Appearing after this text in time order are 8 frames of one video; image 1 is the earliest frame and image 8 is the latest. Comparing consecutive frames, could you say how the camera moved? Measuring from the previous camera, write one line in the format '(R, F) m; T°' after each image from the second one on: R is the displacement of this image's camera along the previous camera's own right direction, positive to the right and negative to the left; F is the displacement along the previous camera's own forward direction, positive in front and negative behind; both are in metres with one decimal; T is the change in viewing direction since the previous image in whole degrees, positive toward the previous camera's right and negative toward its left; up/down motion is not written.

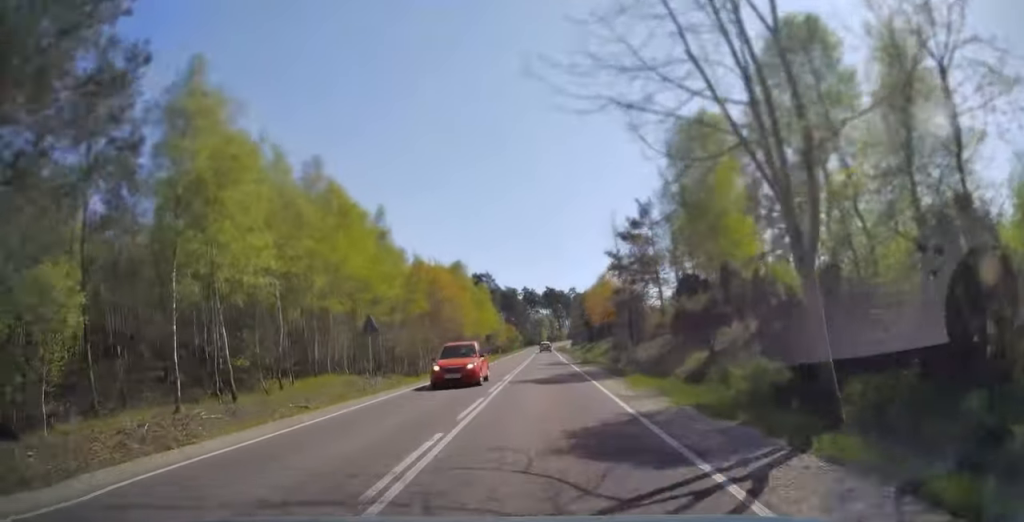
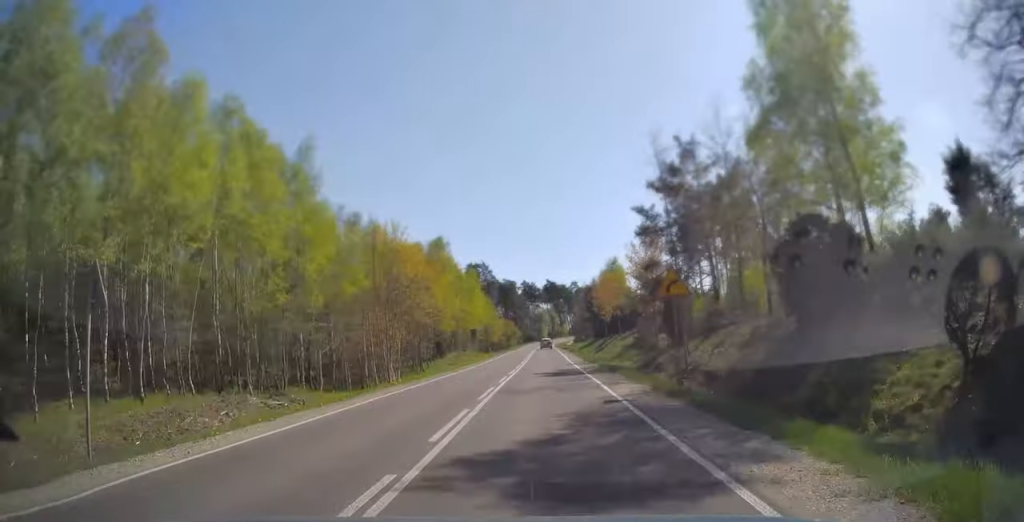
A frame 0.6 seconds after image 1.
(0.0, +14.7) m; 0°
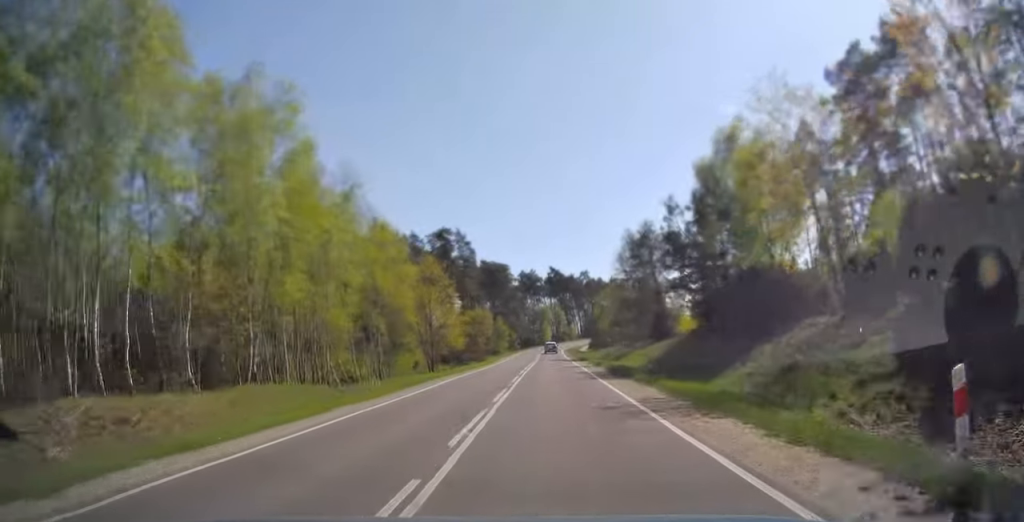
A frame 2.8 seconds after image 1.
(+0.1, +58.7) m; 0°
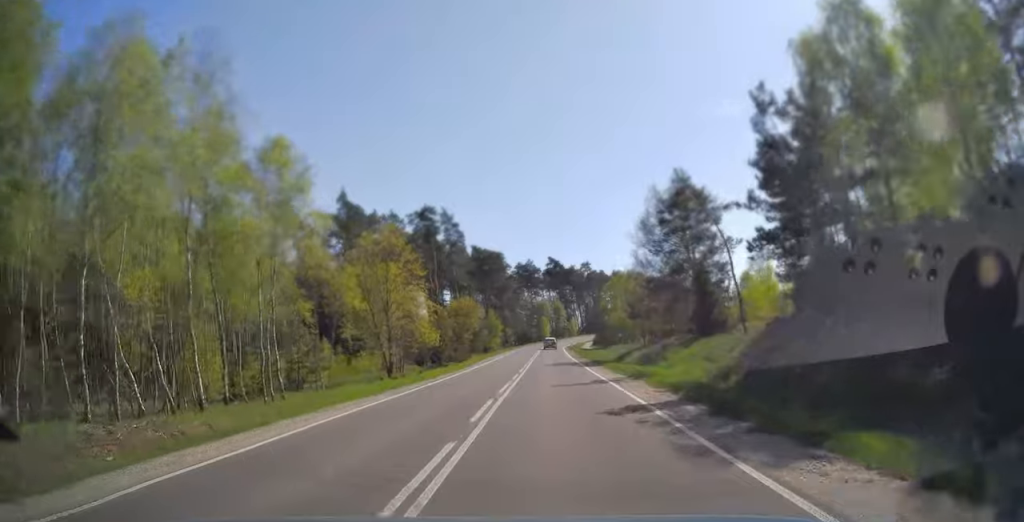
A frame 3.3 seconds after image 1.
(-0.1, +15.5) m; 0°
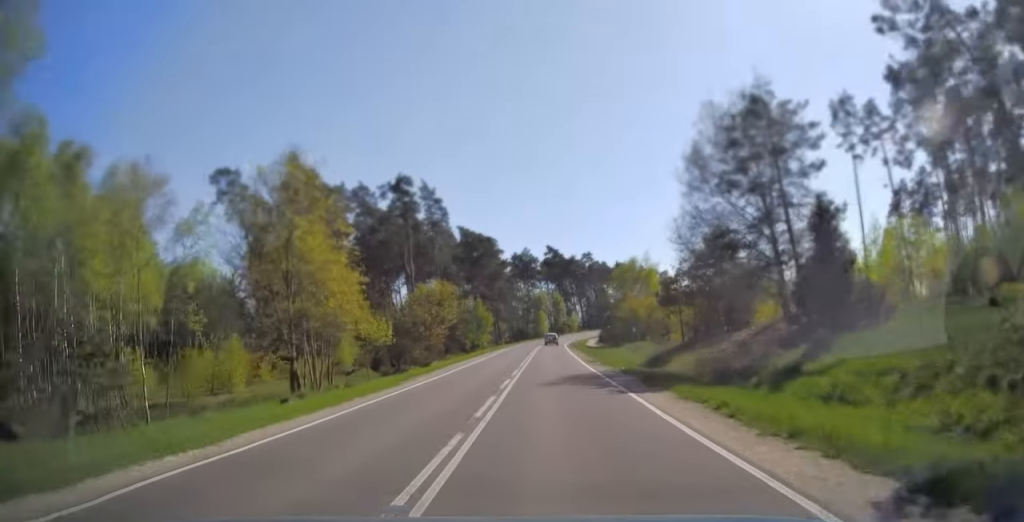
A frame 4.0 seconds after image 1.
(0.0, +16.8) m; 0°
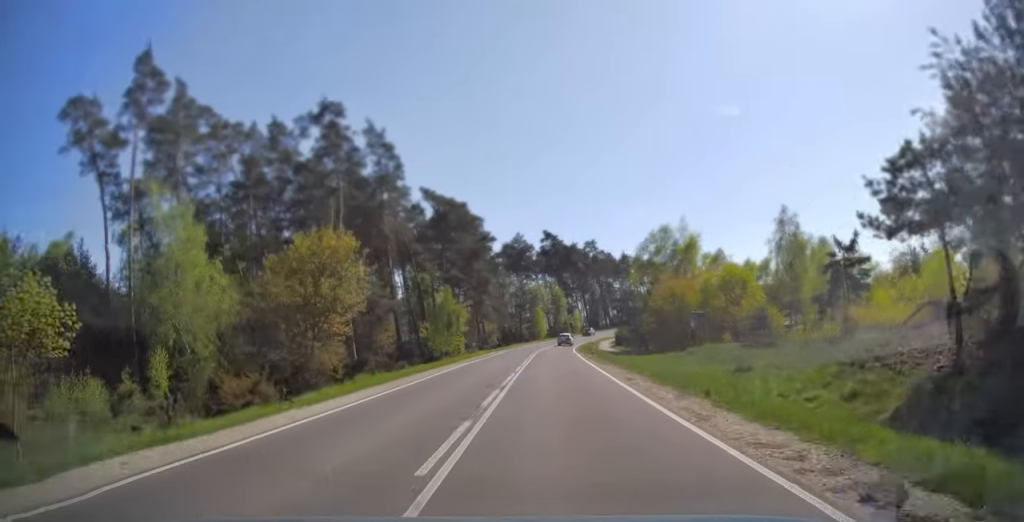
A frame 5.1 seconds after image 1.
(+0.2, +28.5) m; +1°
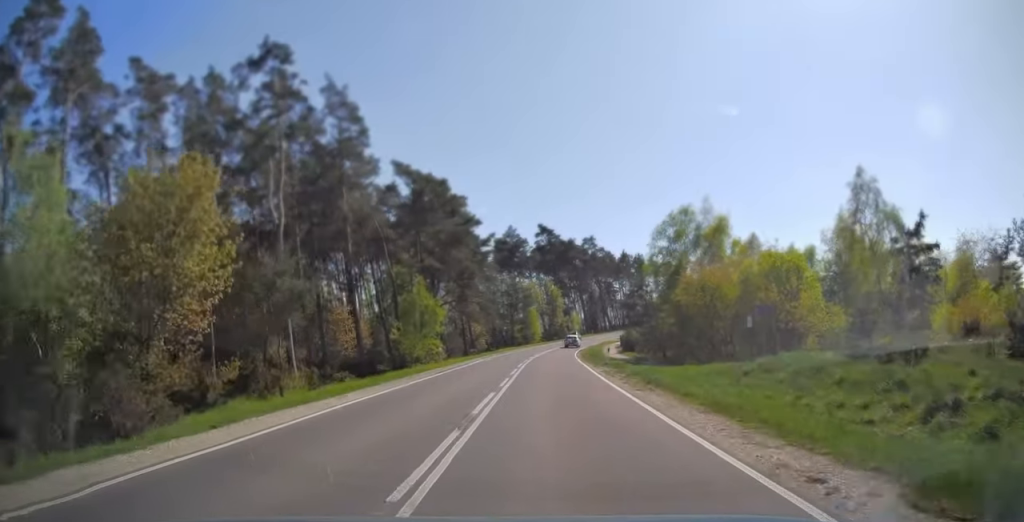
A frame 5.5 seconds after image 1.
(0.0, +12.6) m; 0°
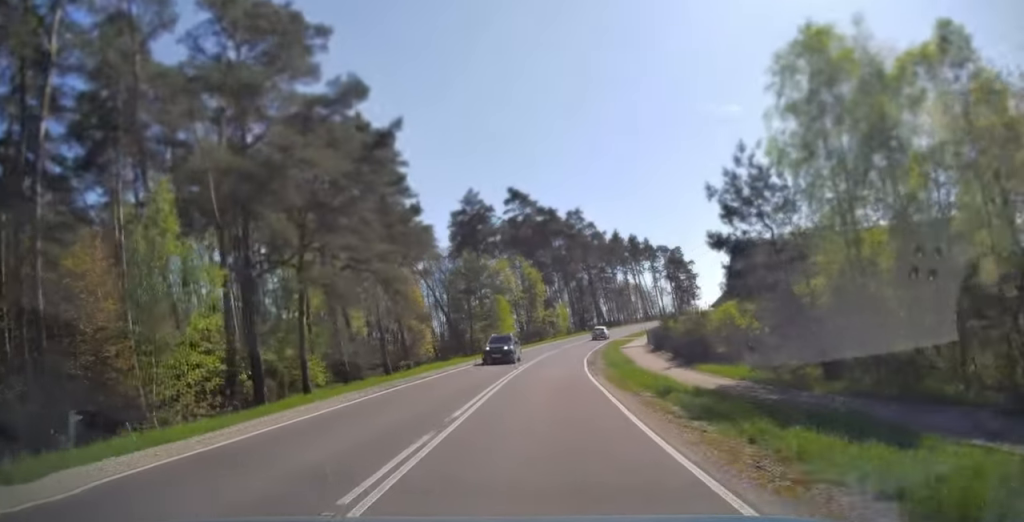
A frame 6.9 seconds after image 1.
(+0.6, +35.2) m; +2°
